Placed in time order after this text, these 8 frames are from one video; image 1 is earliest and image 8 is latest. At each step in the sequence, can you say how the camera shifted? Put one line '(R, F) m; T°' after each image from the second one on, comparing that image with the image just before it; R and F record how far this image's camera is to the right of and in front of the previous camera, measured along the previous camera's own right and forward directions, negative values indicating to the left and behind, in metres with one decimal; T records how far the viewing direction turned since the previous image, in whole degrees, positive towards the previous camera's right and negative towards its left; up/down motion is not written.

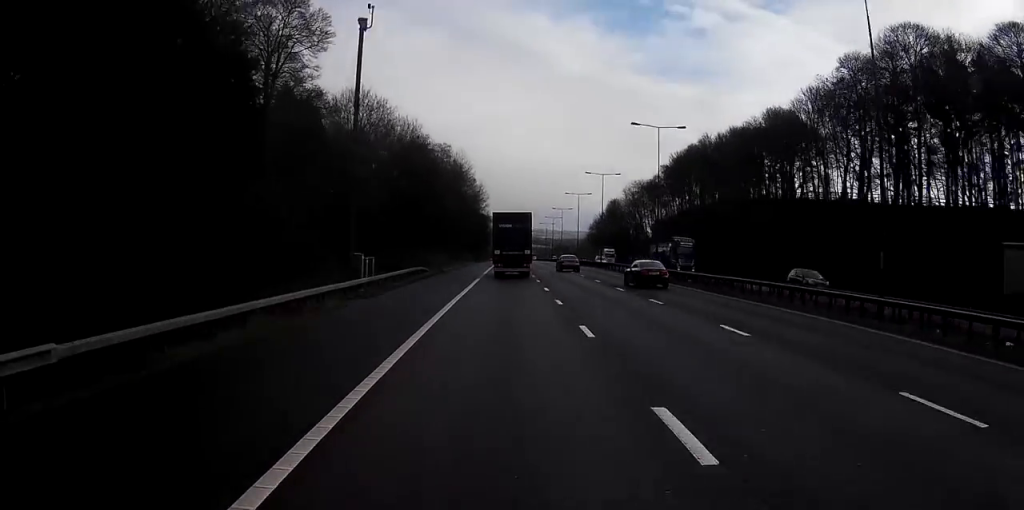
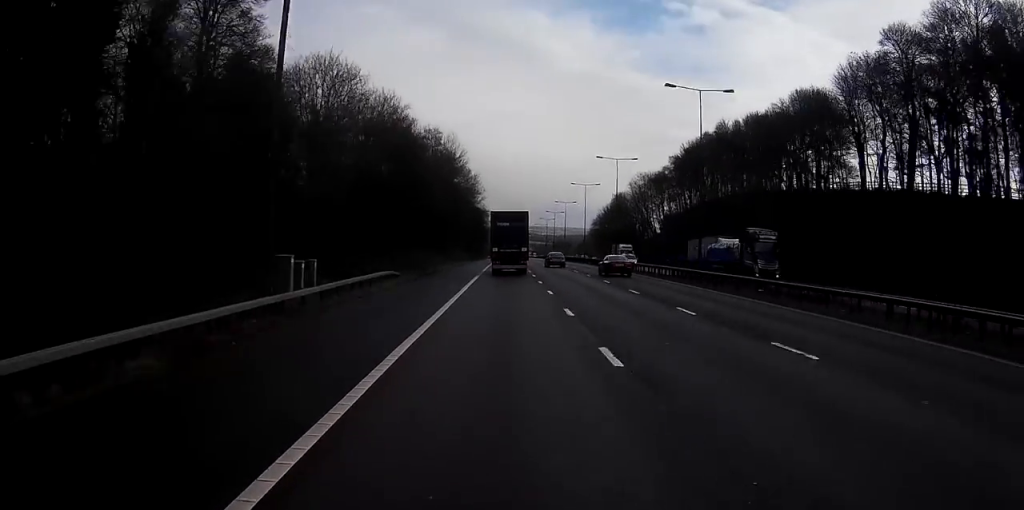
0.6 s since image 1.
(0.0, +13.8) m; 0°
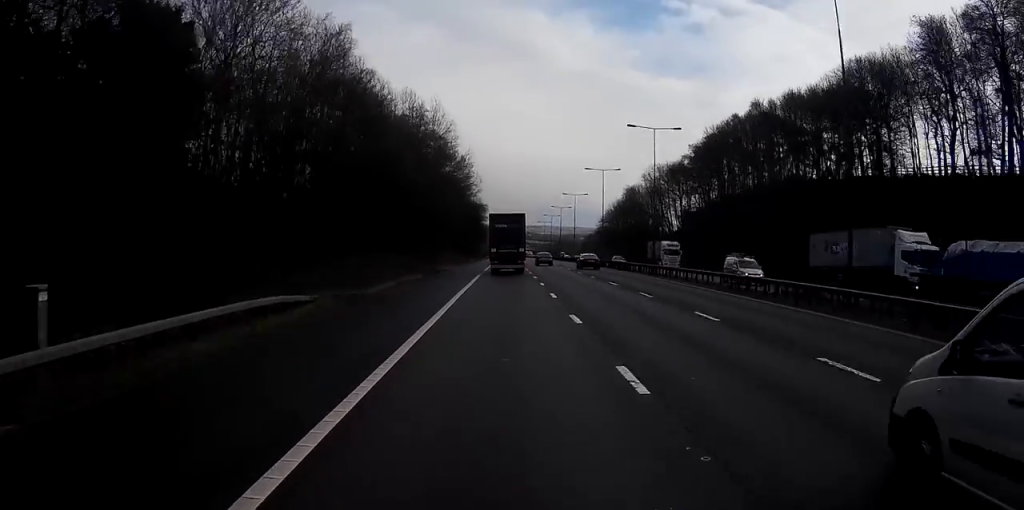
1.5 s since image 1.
(0.0, +20.6) m; 0°
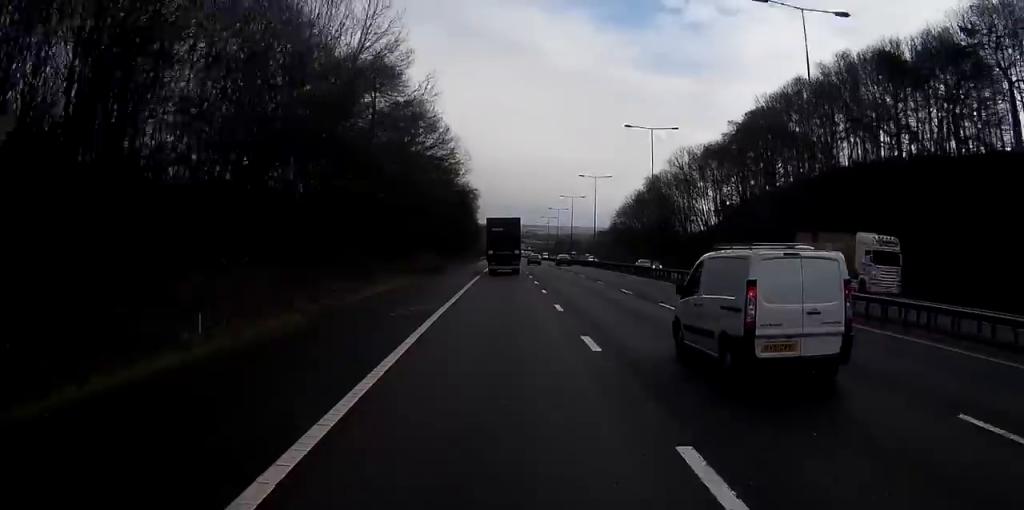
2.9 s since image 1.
(0.0, +32.4) m; 0°
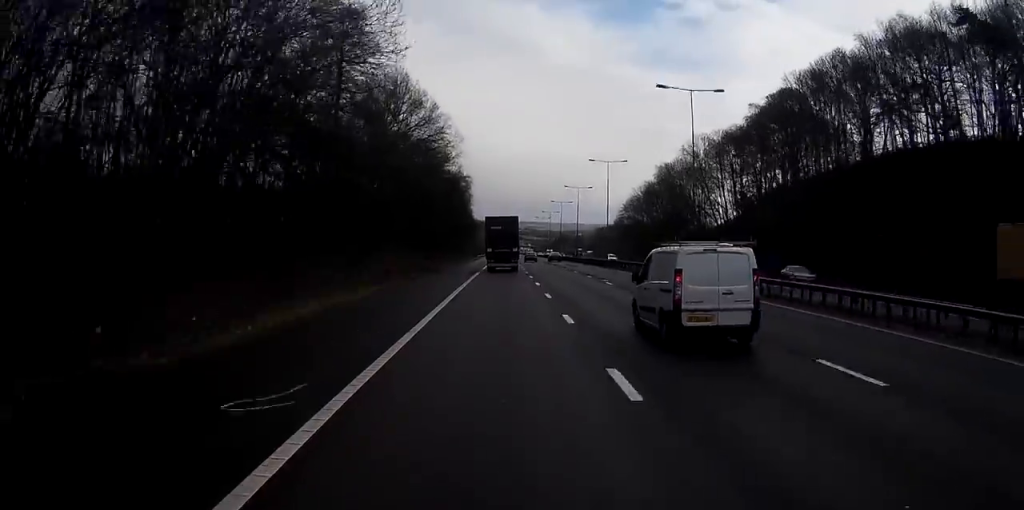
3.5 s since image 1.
(0.0, +14.0) m; 0°
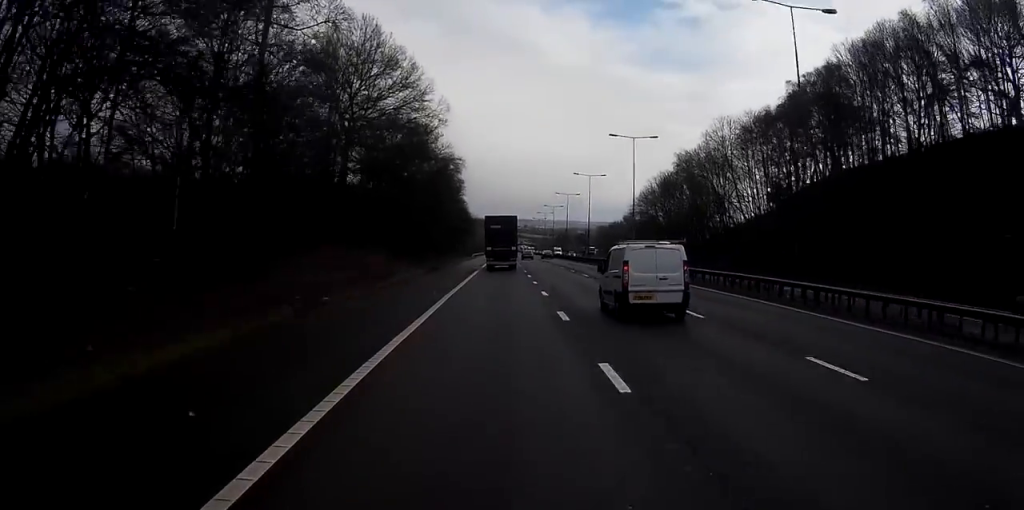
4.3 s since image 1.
(0.0, +18.0) m; 0°
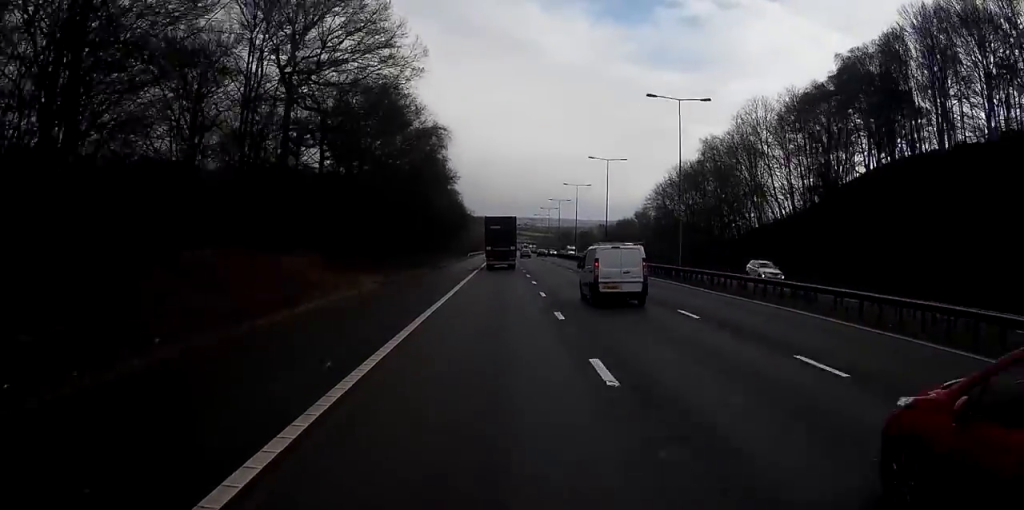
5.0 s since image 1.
(+0.1, +18.0) m; 0°
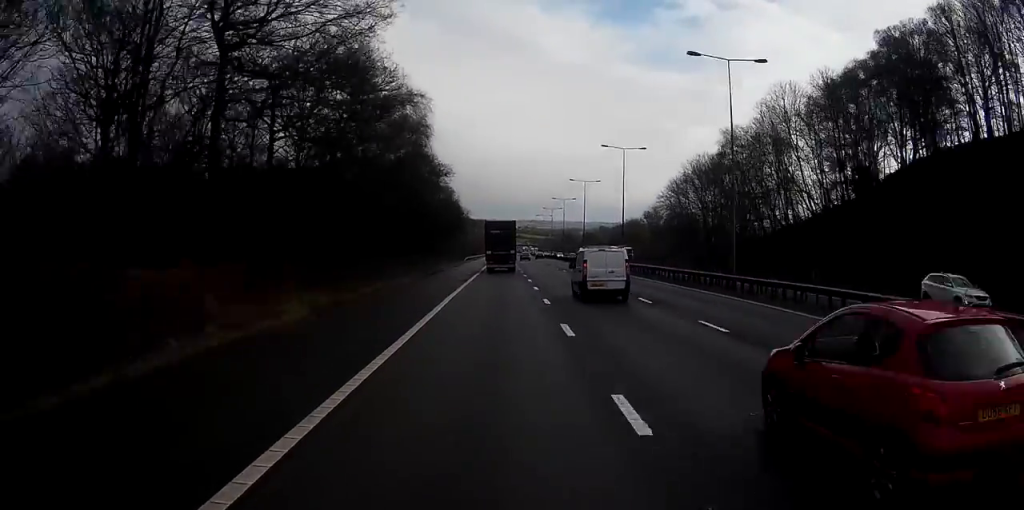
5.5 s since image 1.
(+0.1, +11.7) m; 0°
